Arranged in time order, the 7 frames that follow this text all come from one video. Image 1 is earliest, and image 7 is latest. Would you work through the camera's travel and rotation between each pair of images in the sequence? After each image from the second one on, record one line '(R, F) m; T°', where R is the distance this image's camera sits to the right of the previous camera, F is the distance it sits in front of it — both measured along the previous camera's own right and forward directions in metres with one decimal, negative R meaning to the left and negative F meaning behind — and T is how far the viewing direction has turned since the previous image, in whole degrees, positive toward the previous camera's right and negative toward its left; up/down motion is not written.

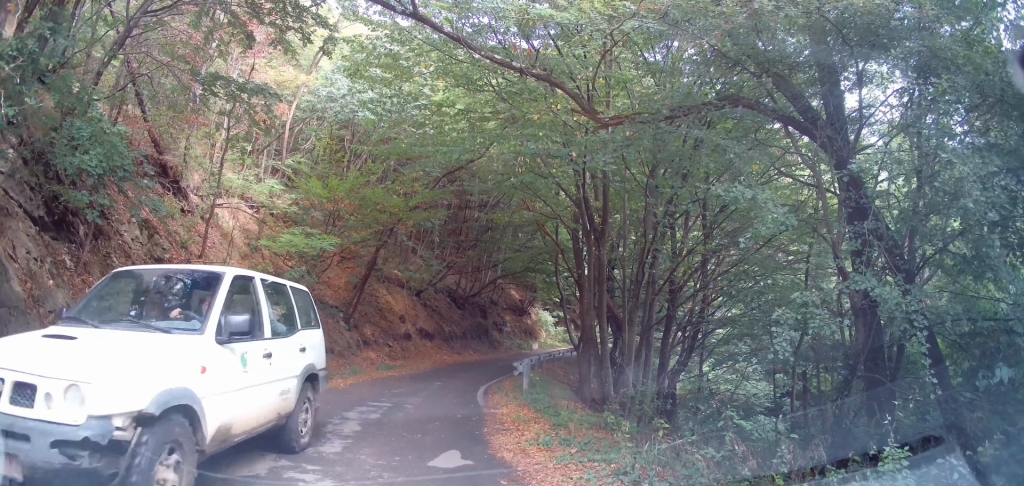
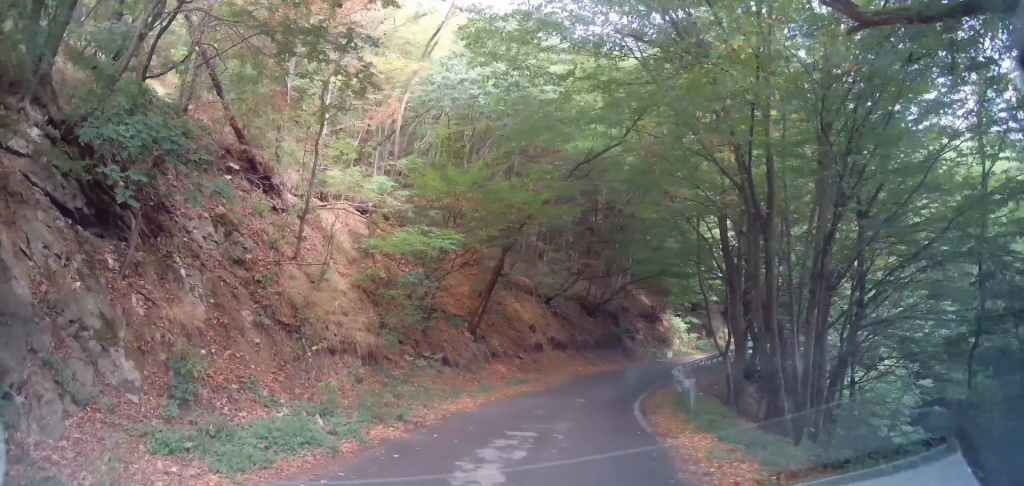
(-0.3, +1.2) m; -11°
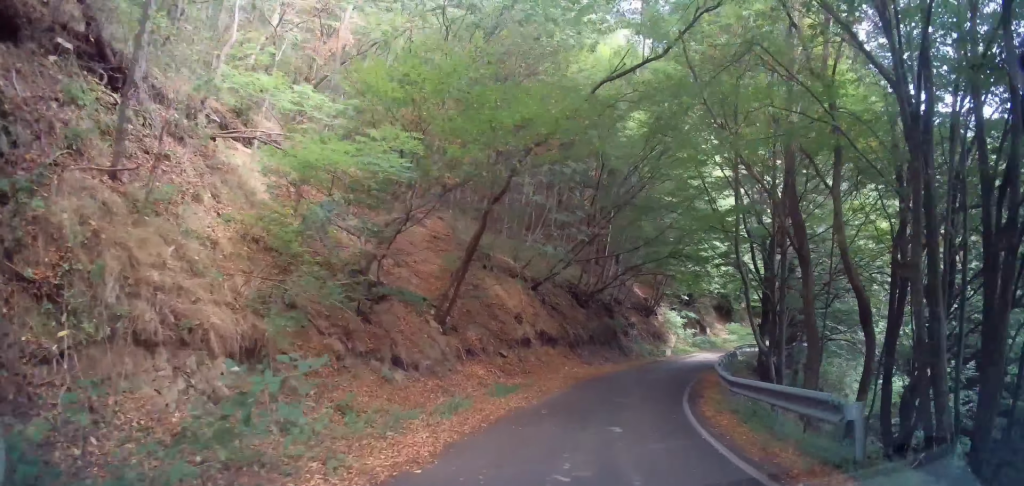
(+0.2, +3.6) m; +10°
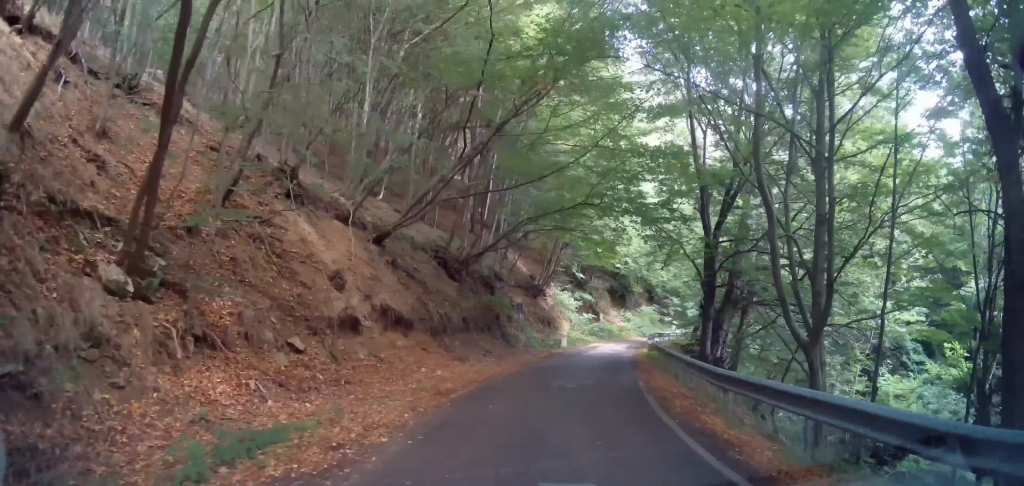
(+0.7, +7.2) m; +8°
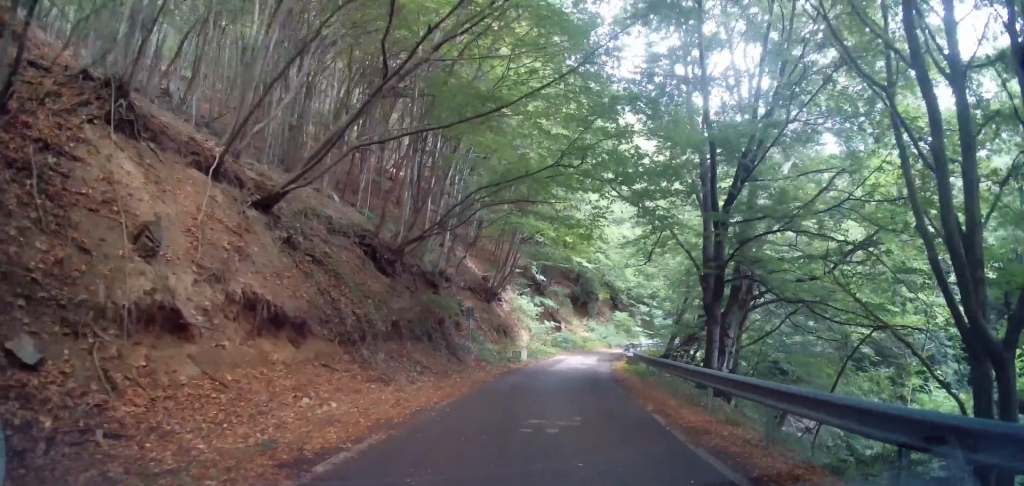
(+0.1, +4.4) m; +3°
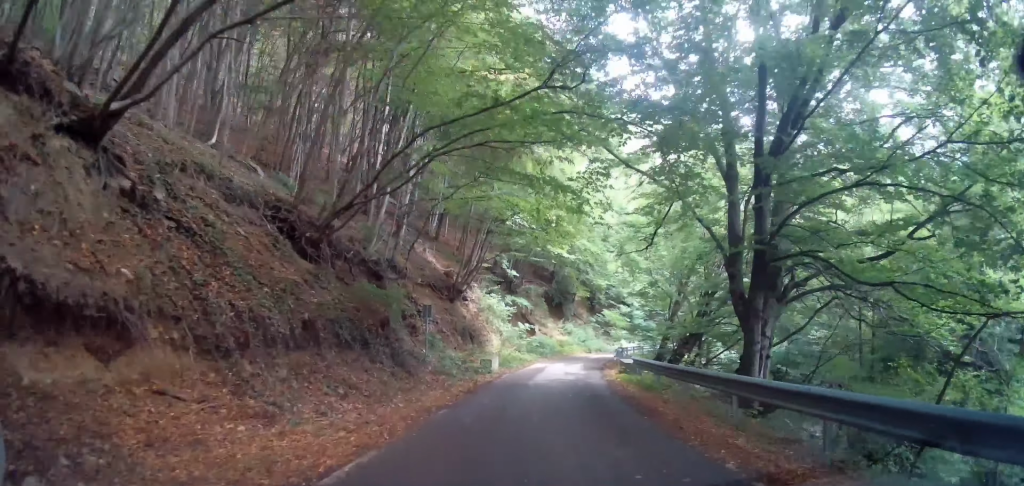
(-0.1, +3.8) m; +3°
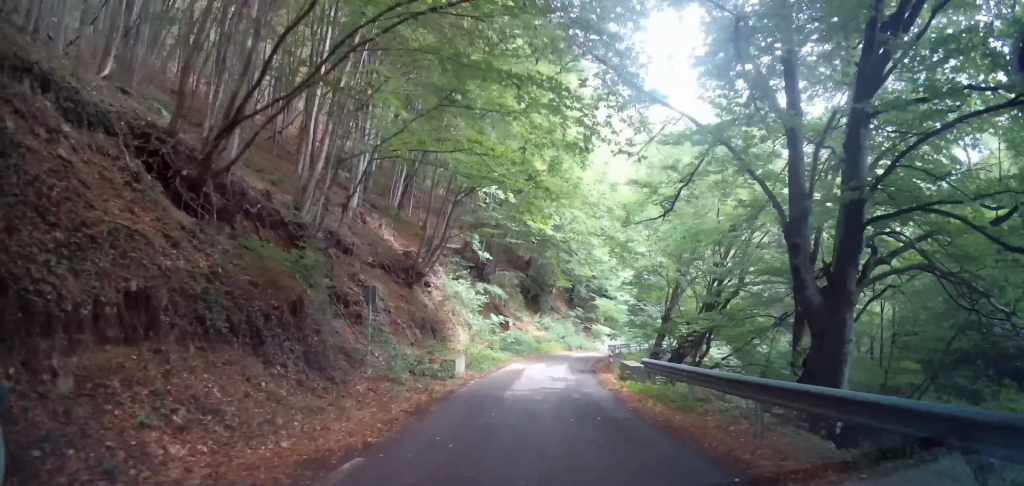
(+0.3, +4.0) m; +3°
